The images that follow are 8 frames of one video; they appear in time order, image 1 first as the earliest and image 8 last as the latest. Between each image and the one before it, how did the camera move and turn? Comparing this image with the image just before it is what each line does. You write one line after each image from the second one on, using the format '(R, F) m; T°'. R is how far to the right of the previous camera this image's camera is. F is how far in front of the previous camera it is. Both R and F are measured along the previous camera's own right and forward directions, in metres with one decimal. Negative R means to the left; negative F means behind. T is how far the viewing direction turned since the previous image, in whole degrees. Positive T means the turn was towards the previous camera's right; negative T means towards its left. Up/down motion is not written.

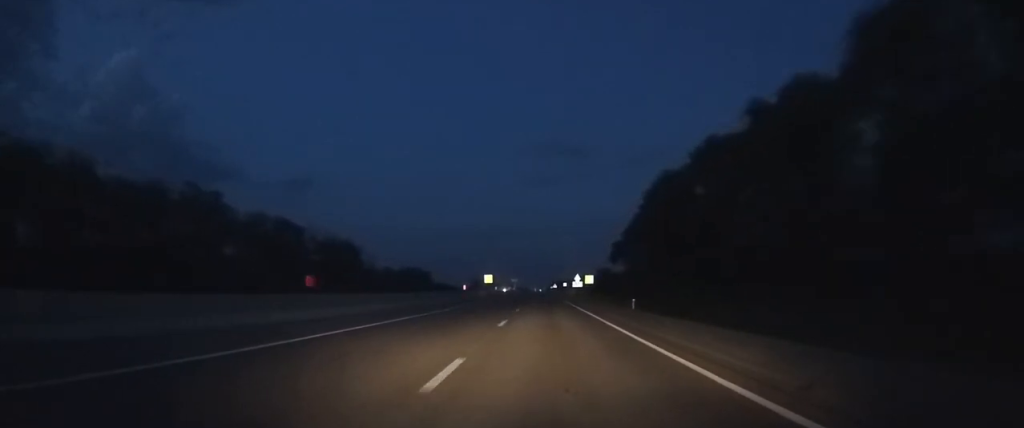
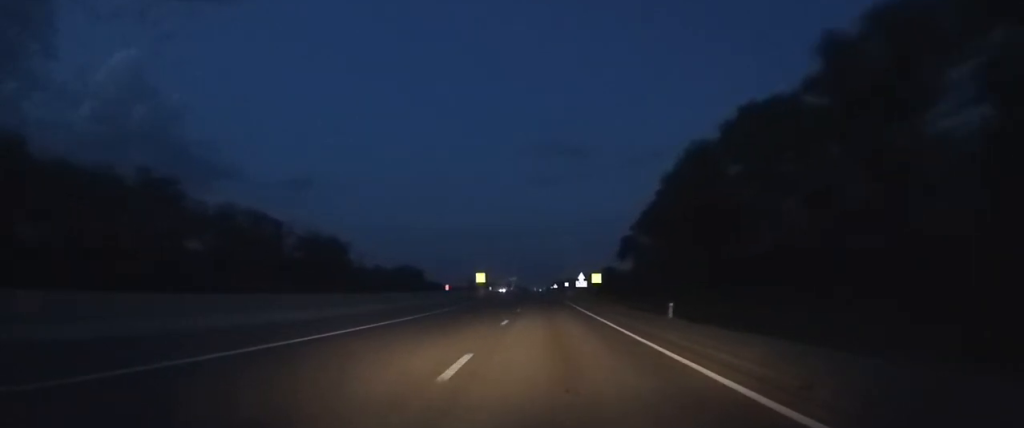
(0.0, +10.0) m; 0°
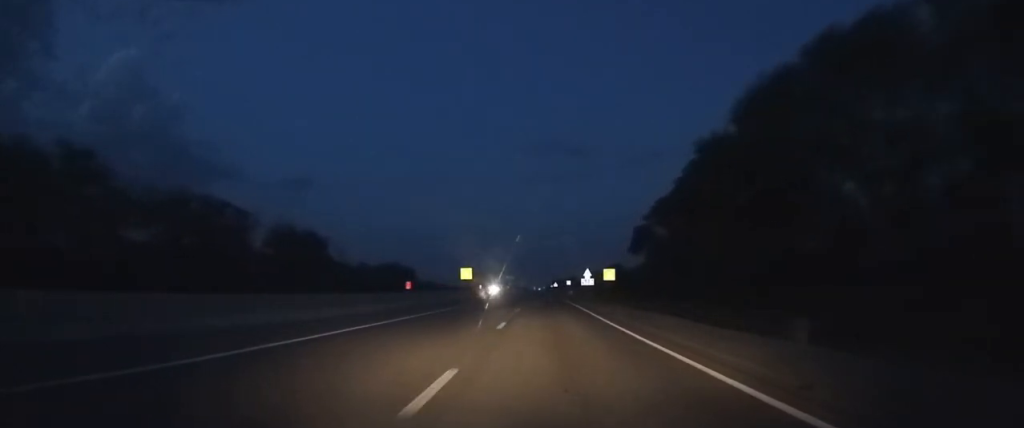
(0.0, +13.3) m; 0°
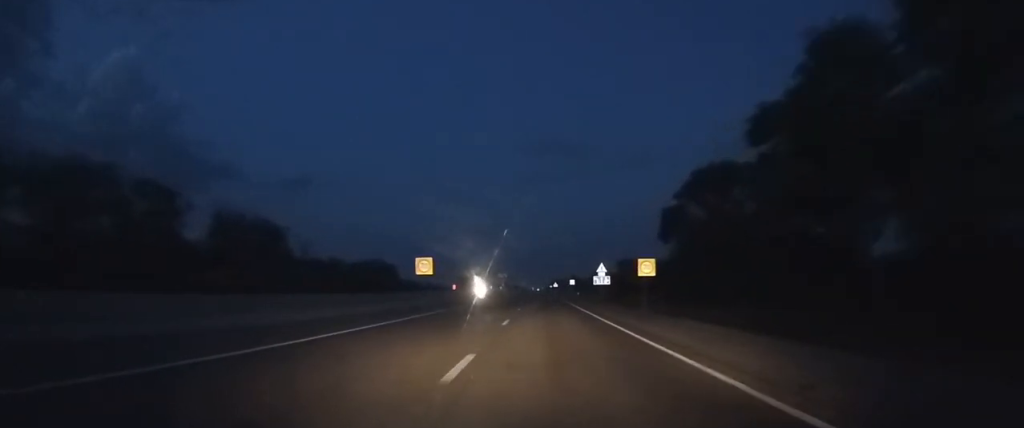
(+0.1, +21.5) m; 0°
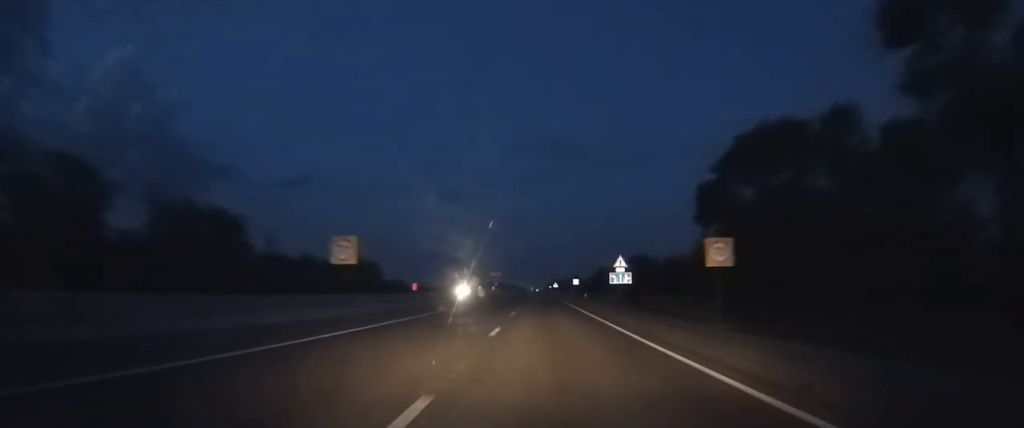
(+0.1, +16.8) m; 0°
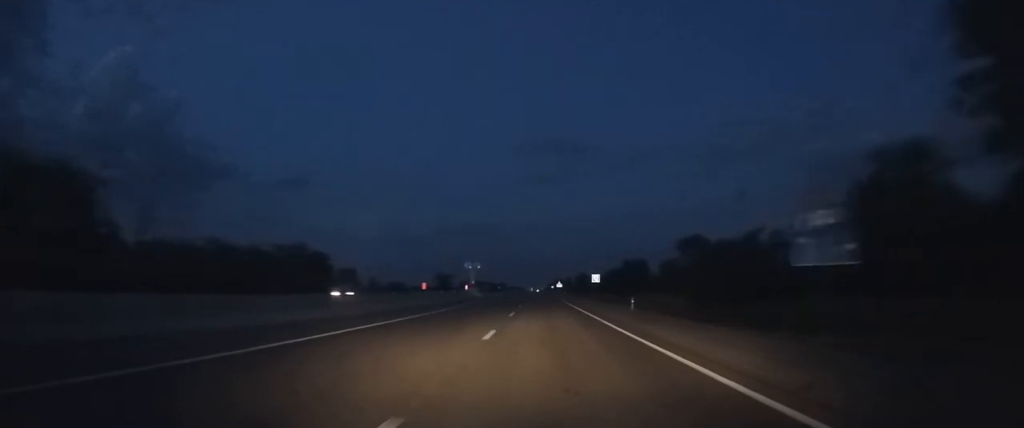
(-0.5, +42.5) m; -1°
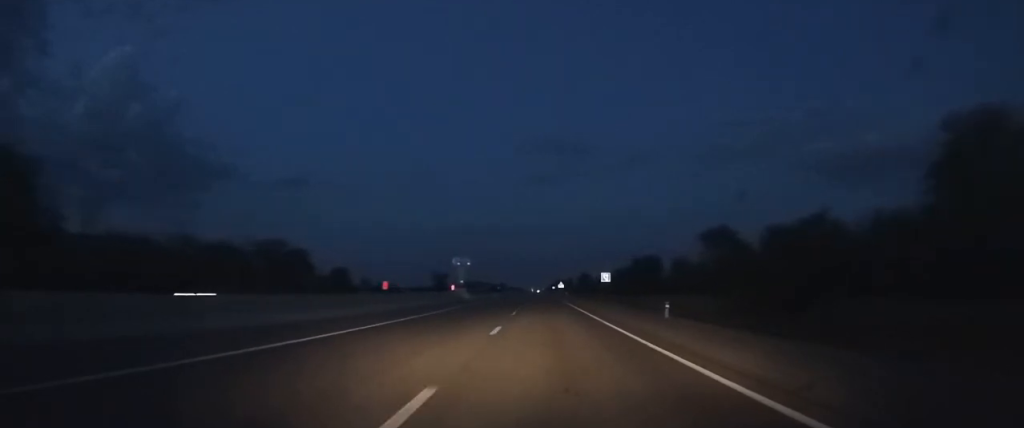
(0.0, +12.2) m; 0°
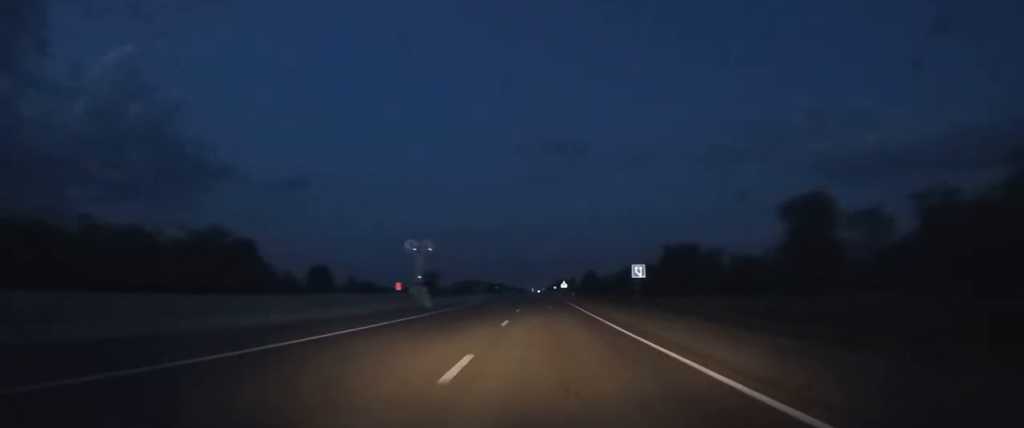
(0.0, +25.5) m; 0°
